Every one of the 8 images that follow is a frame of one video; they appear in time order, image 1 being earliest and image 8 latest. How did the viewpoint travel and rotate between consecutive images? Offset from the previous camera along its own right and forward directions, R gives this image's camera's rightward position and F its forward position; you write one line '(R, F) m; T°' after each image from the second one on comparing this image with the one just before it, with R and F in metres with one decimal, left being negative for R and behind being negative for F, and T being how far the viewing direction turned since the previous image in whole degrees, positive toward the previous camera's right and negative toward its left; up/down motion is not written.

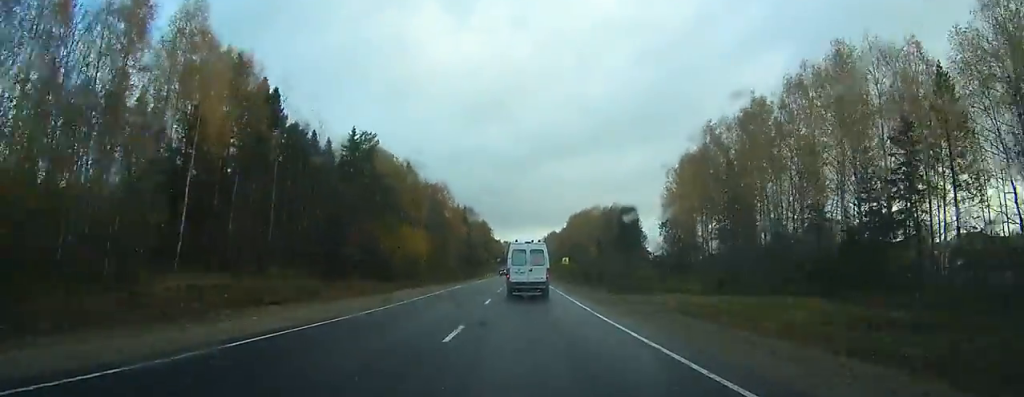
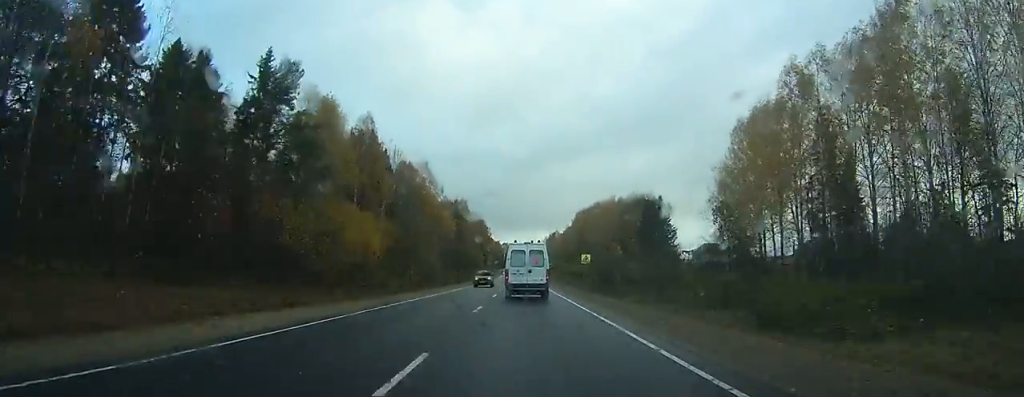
(-0.1, +29.1) m; 0°
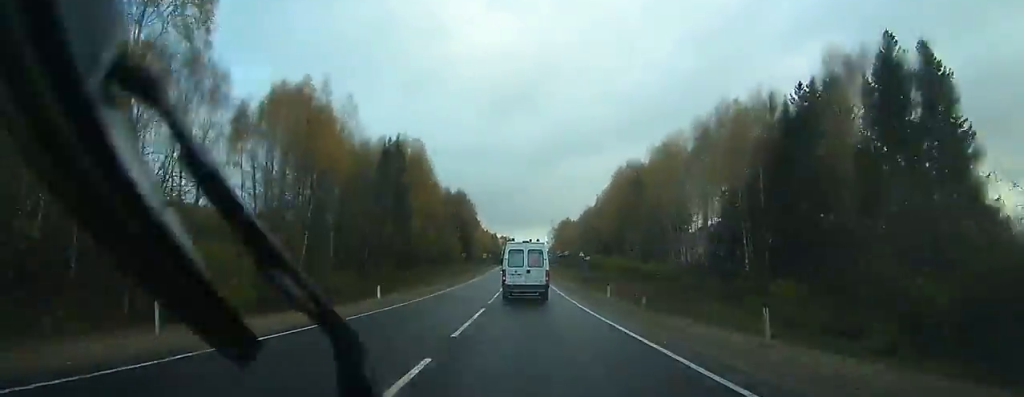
(-0.3, +86.1) m; 0°
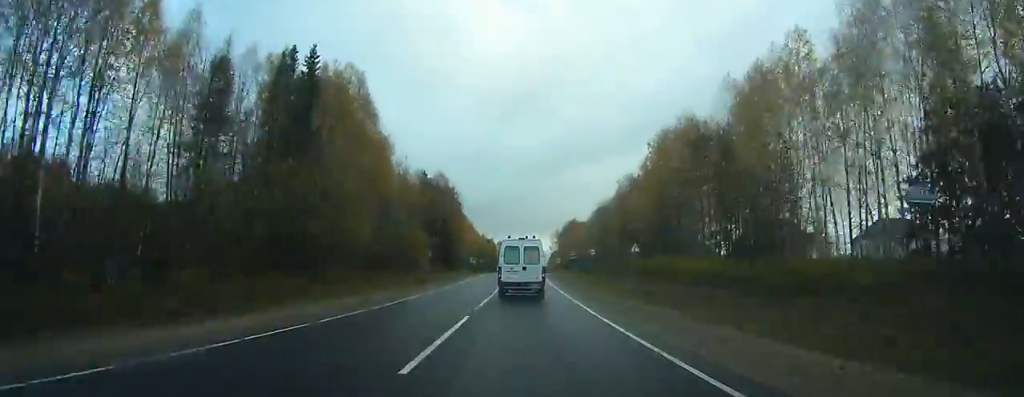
(+0.1, +40.6) m; 0°
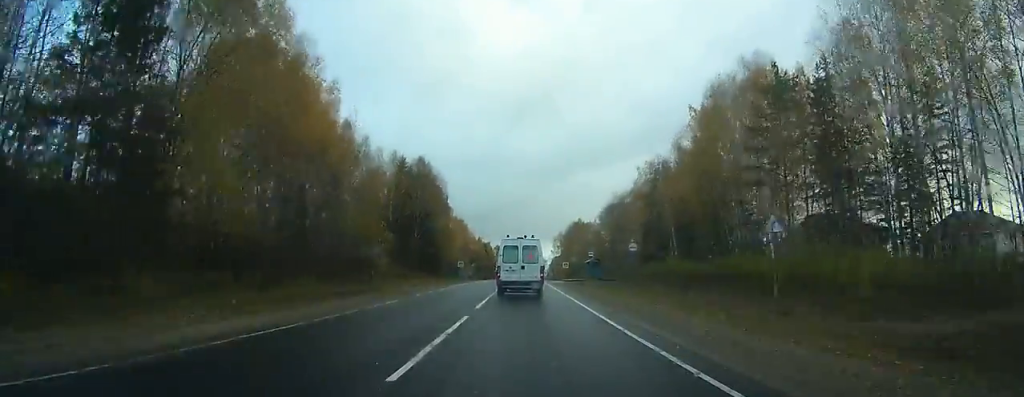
(0.0, +24.7) m; 0°
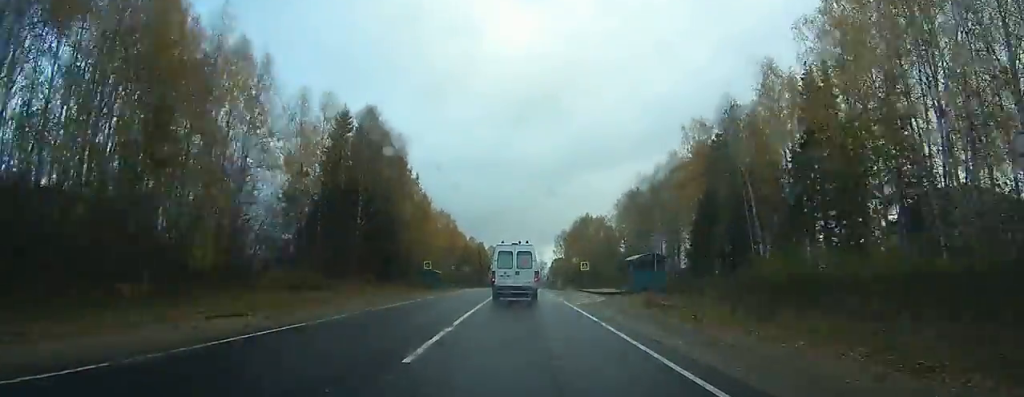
(0.0, +35.0) m; 0°
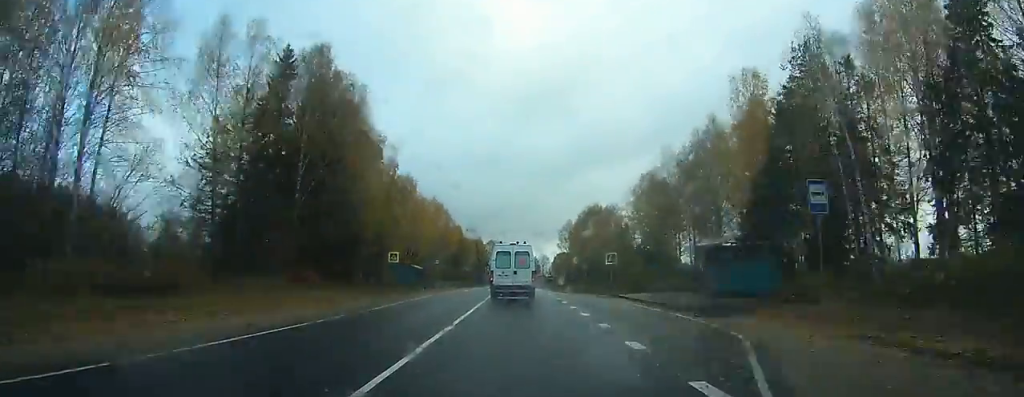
(+0.1, +19.7) m; 0°
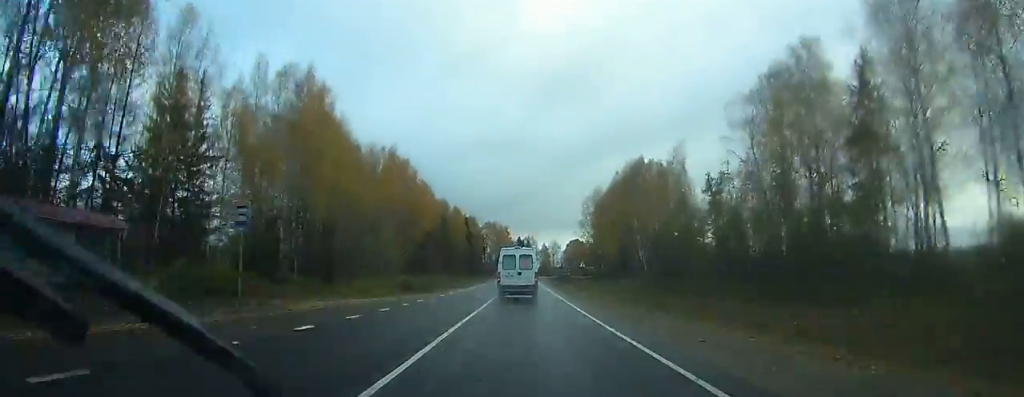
(+0.1, +59.5) m; 0°
